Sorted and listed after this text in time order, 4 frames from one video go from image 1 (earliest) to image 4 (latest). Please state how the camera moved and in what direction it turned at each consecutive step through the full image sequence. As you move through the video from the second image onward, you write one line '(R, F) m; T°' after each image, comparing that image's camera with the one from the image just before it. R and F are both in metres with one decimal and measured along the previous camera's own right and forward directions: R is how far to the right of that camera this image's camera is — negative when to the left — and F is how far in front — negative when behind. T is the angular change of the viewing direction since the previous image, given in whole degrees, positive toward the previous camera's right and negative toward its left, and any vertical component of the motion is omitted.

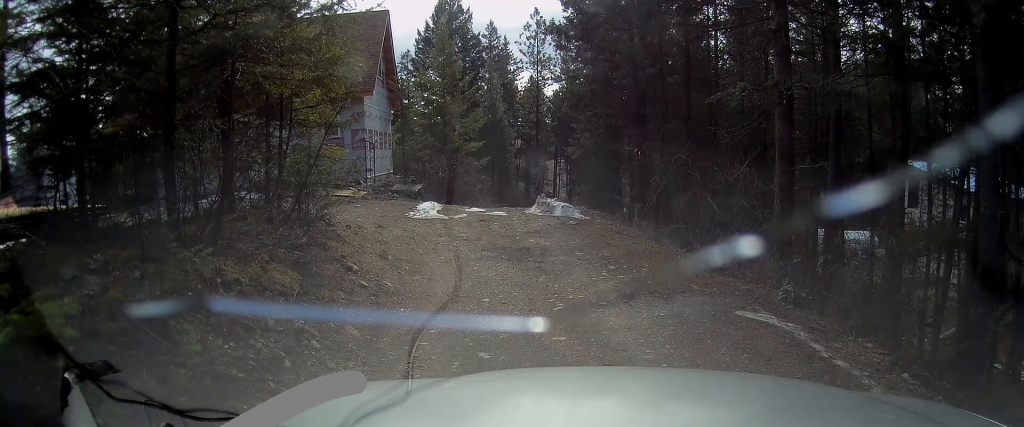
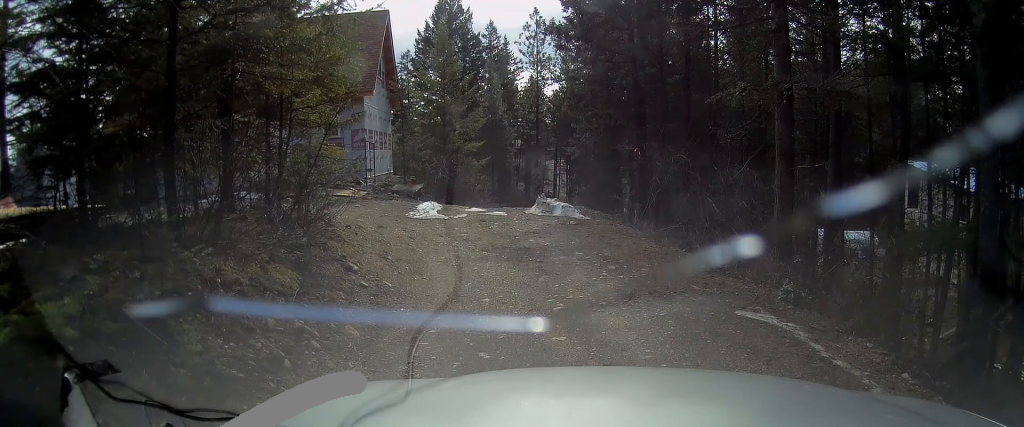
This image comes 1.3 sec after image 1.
(0.0, 0.0) m; 0°
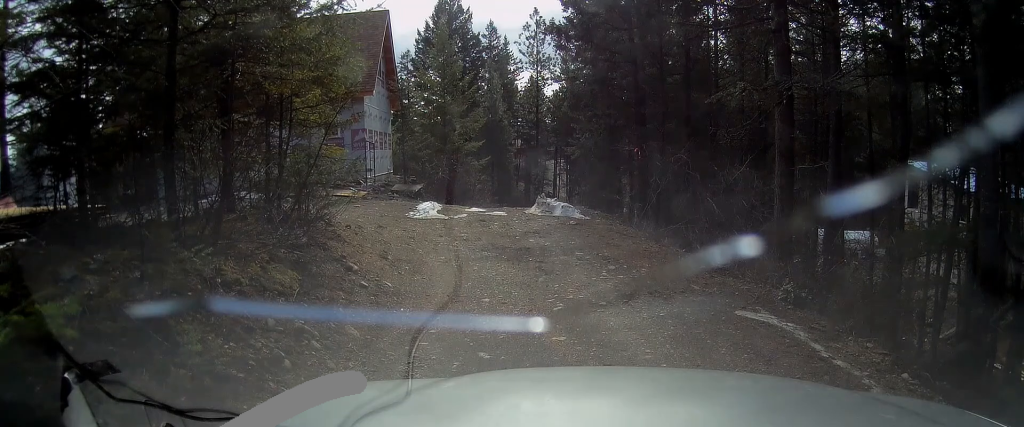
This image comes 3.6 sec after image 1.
(0.0, 0.0) m; 0°
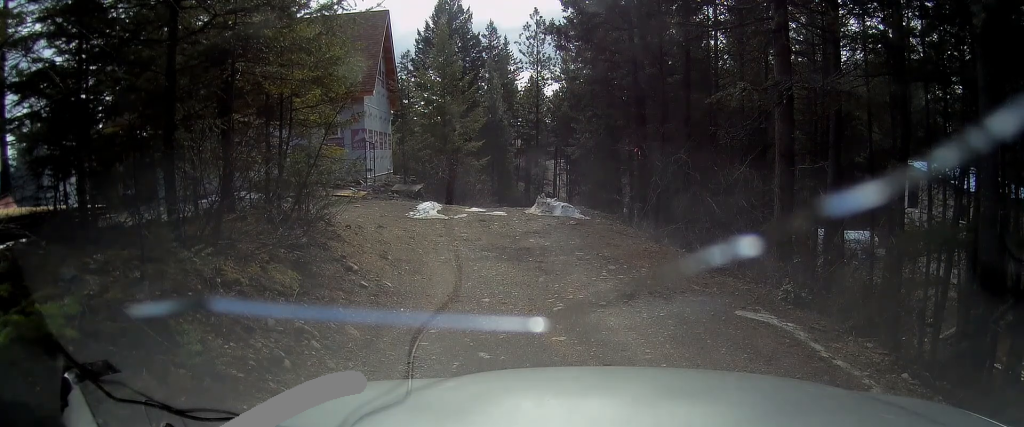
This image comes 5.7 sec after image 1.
(0.0, 0.0) m; 0°
